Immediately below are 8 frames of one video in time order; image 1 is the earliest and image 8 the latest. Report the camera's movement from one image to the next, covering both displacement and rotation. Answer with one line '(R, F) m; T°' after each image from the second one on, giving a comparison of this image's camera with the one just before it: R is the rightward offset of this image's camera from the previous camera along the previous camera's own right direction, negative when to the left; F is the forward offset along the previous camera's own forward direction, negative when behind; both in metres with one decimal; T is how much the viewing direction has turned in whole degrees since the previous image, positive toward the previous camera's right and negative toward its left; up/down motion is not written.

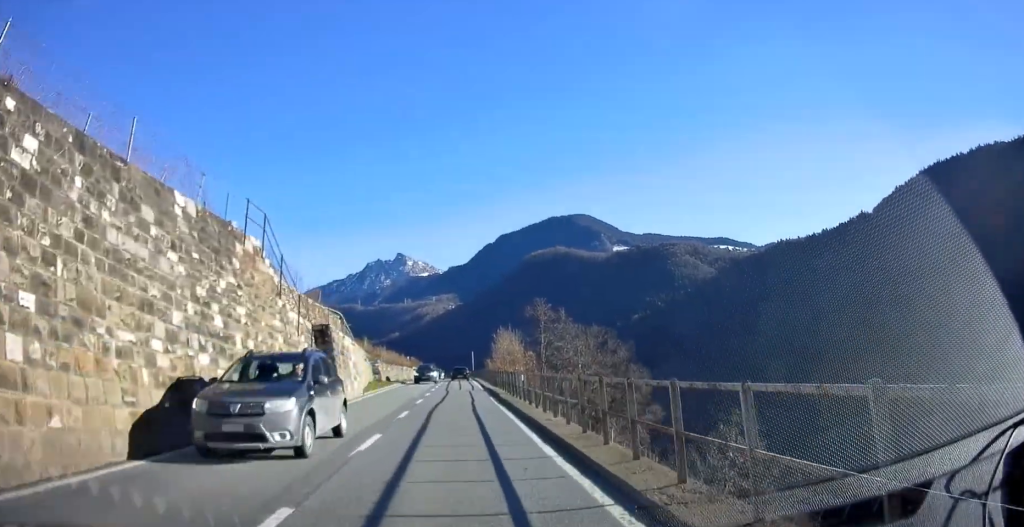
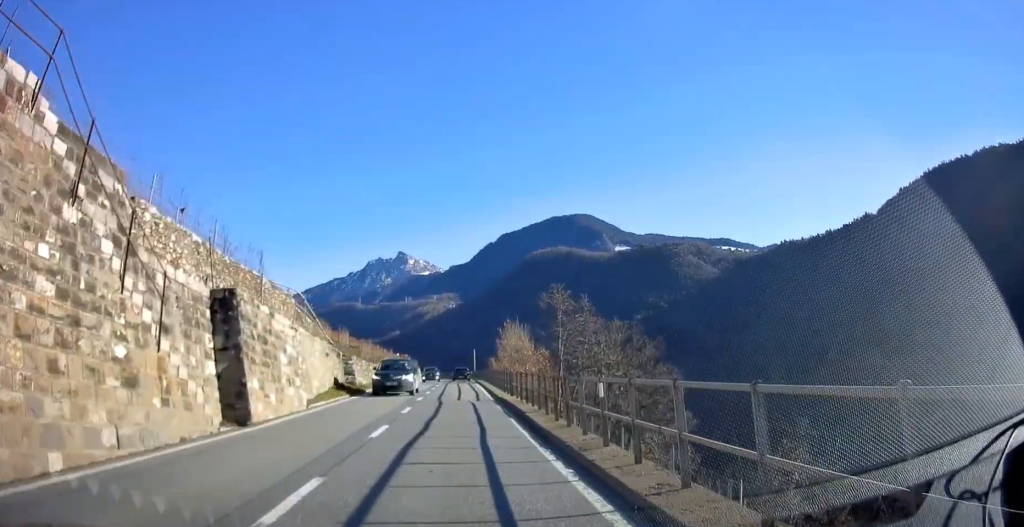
(+0.1, +10.1) m; +1°
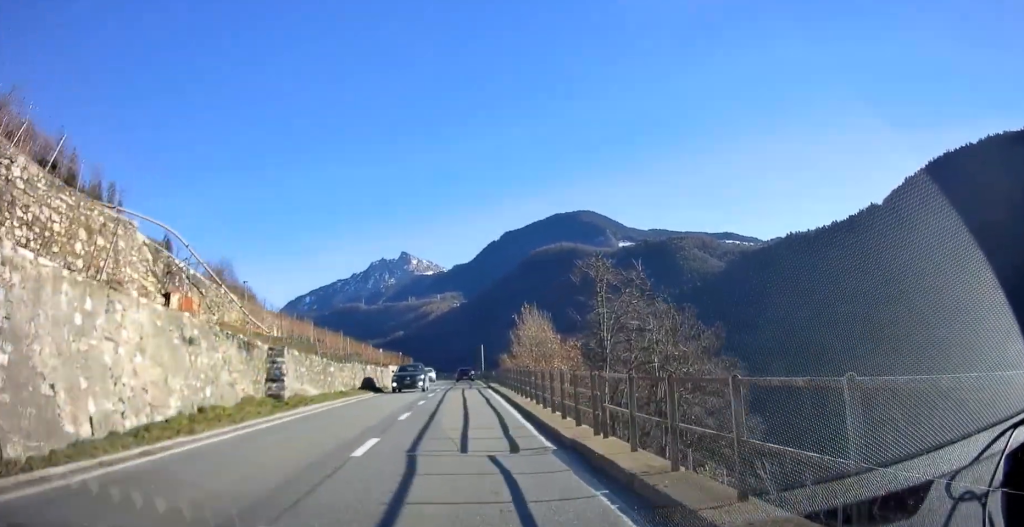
(+0.1, +14.3) m; -1°
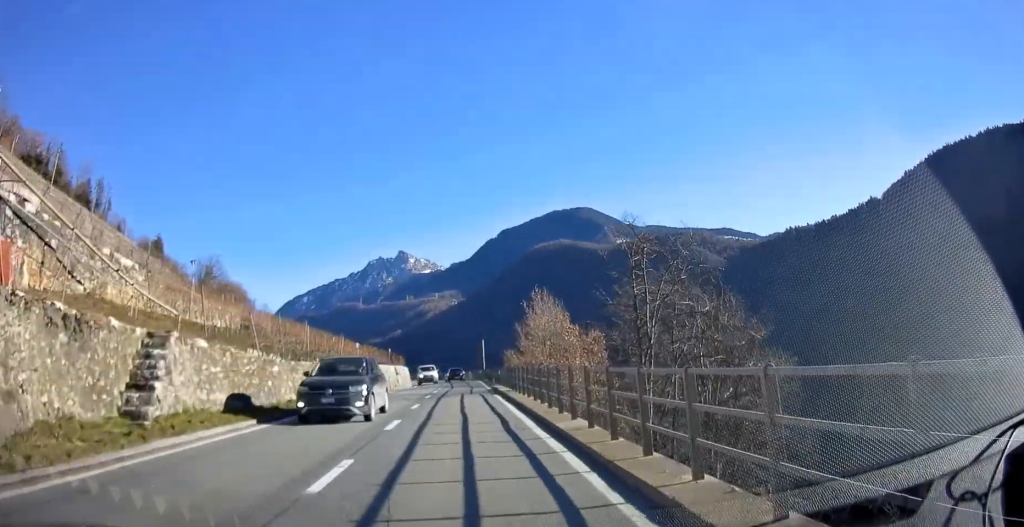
(+0.1, +8.9) m; -1°
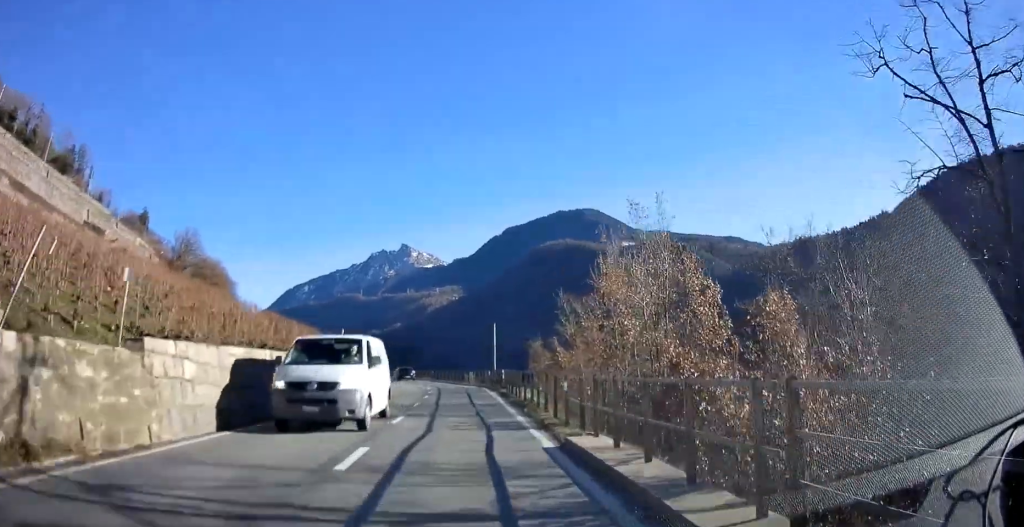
(-0.3, +22.9) m; +1°
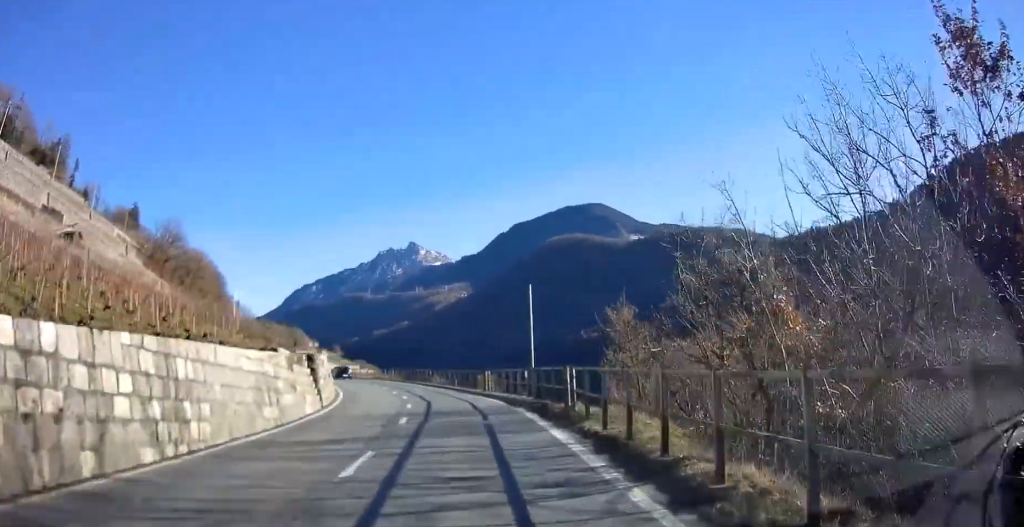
(+0.2, +18.7) m; -2°
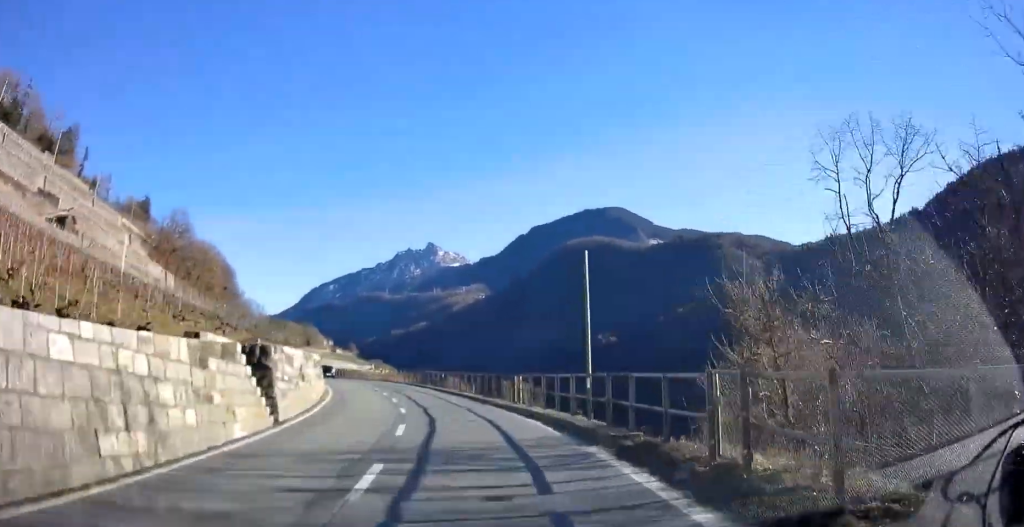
(-0.2, +7.1) m; -1°
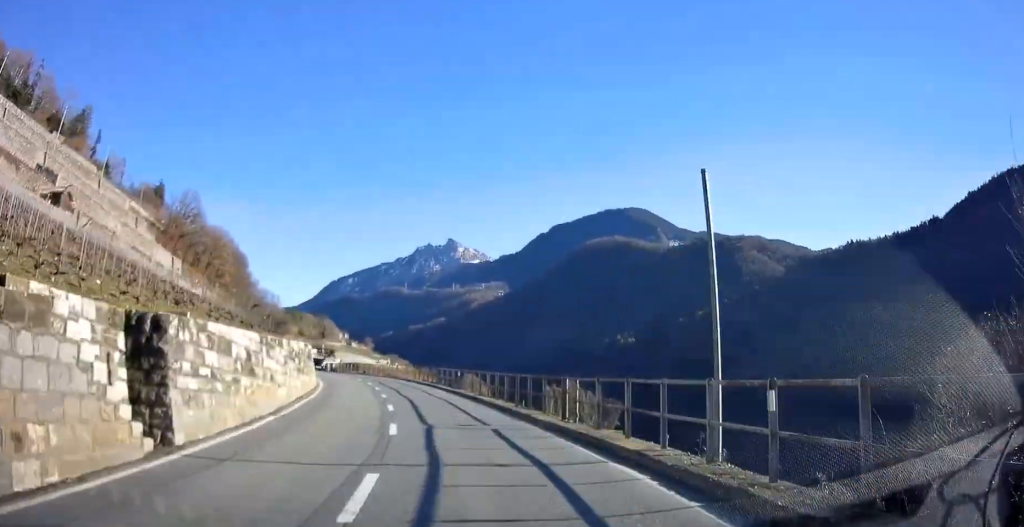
(-0.1, +6.6) m; -1°
